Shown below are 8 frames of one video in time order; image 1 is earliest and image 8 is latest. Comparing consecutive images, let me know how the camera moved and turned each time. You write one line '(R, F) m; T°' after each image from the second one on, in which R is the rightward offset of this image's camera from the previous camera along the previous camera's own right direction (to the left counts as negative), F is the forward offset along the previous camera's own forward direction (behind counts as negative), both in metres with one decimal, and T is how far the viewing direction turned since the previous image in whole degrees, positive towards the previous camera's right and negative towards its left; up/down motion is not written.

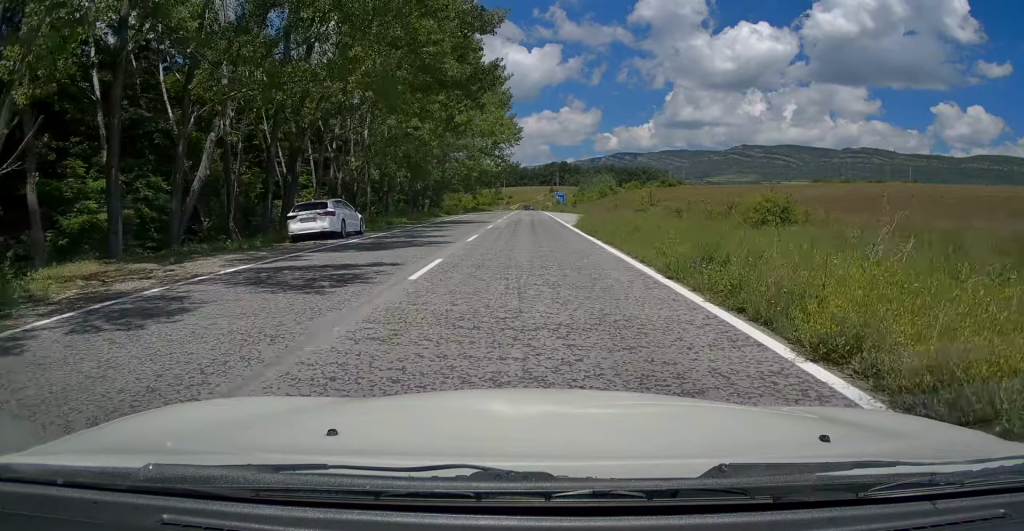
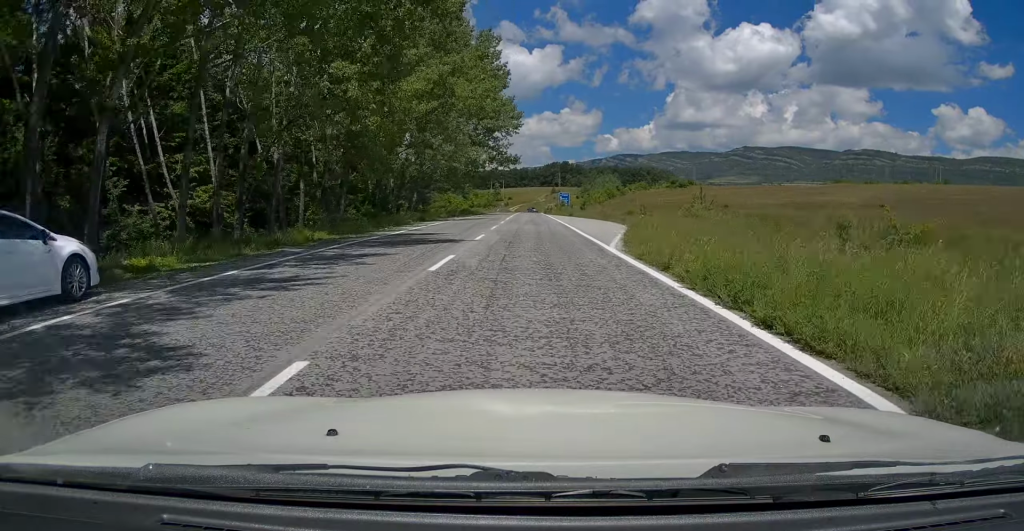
(+0.2, +16.3) m; 0°
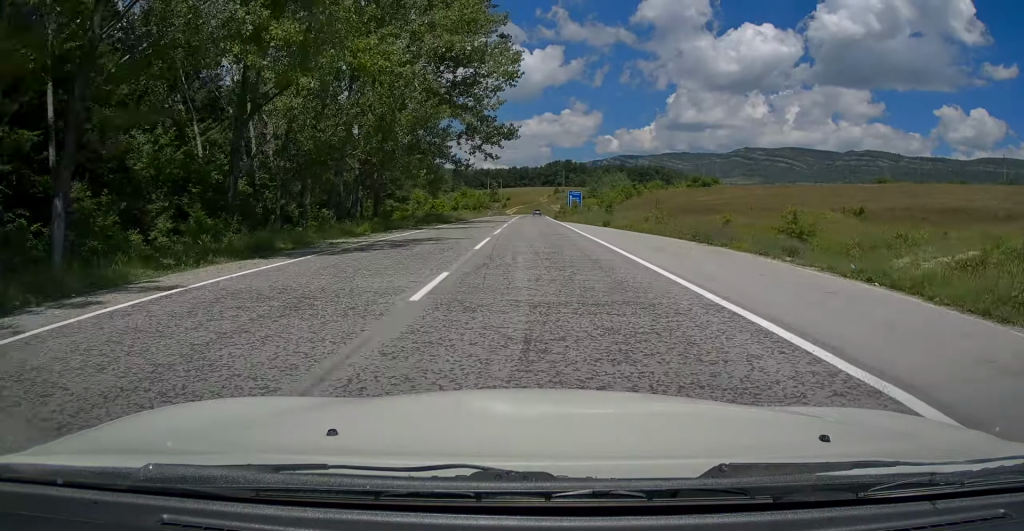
(-0.1, +29.4) m; 0°
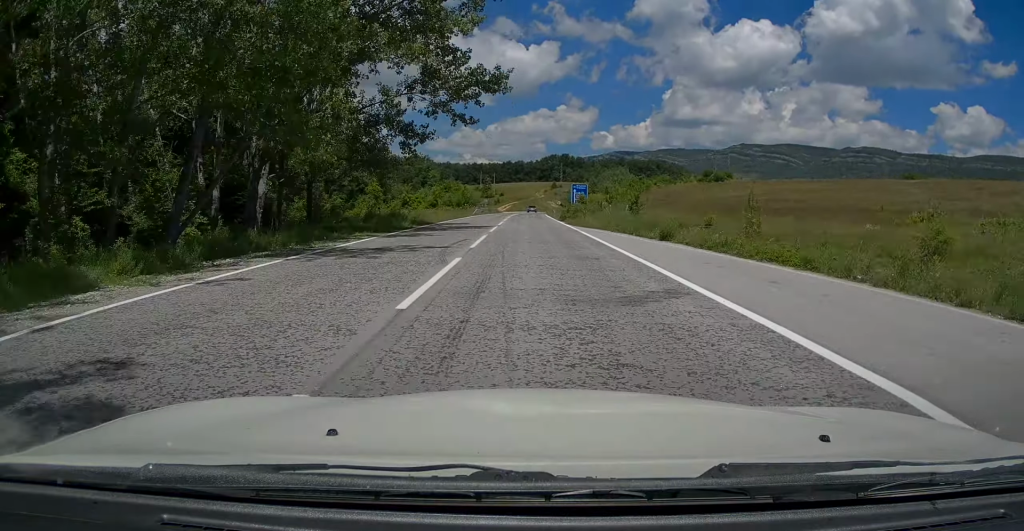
(+0.1, +18.3) m; +1°
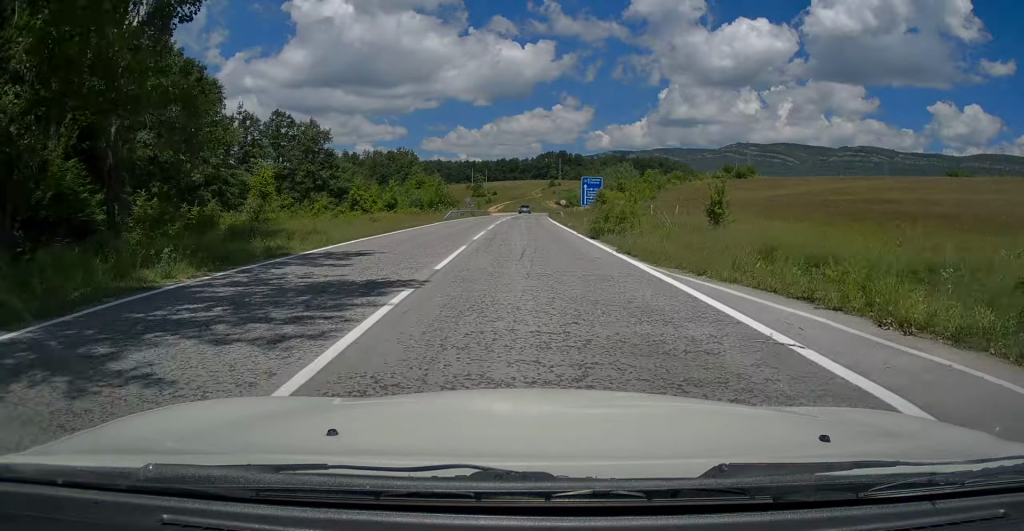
(+0.1, +22.3) m; 0°
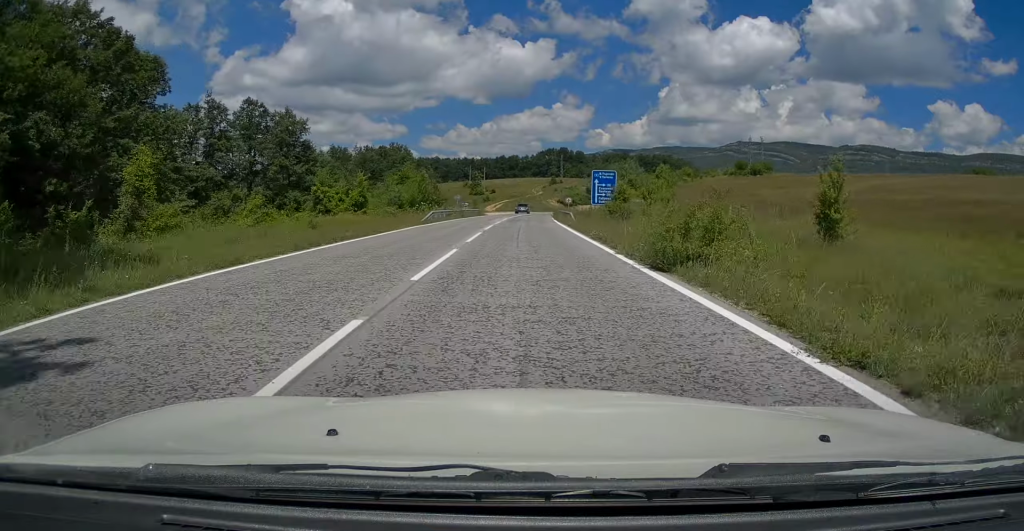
(0.0, +10.8) m; 0°
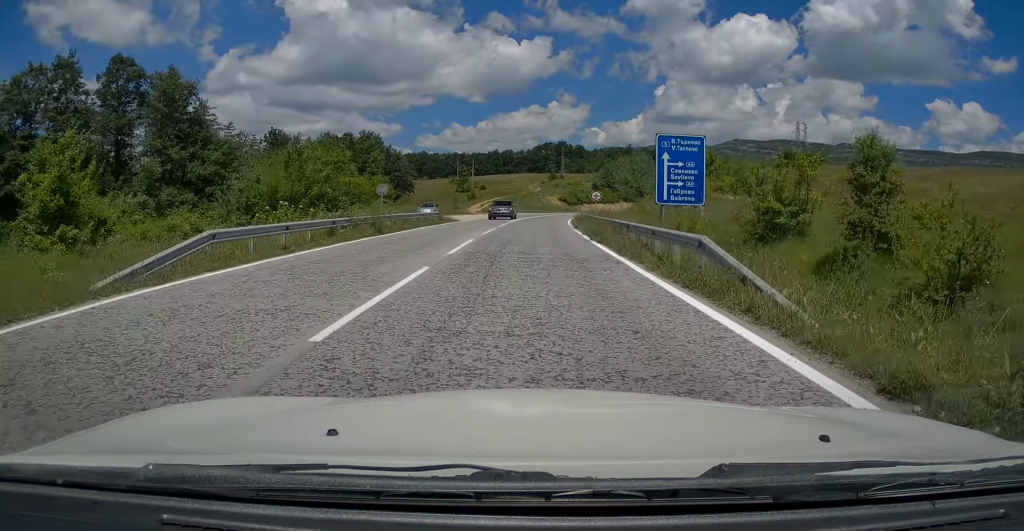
(+0.2, +30.2) m; 0°
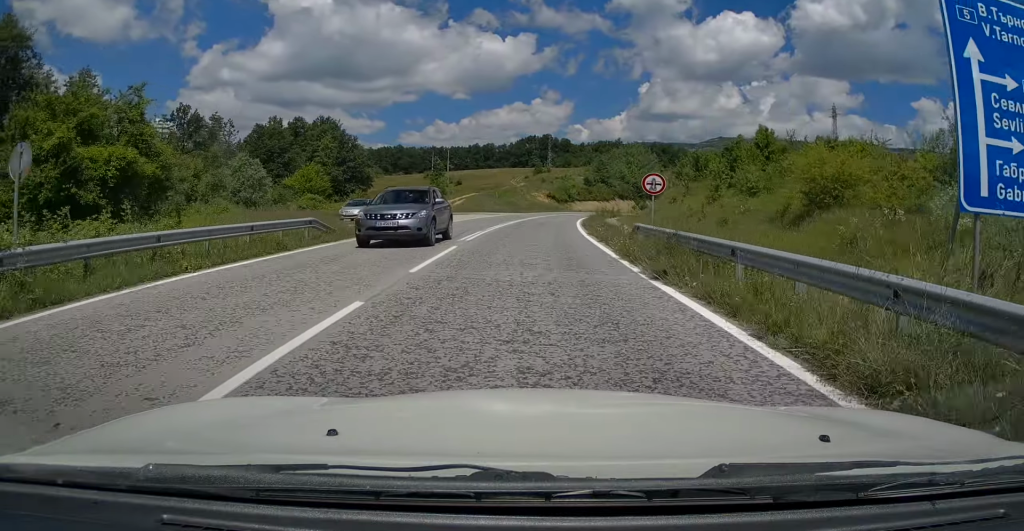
(-0.1, +21.6) m; +1°
